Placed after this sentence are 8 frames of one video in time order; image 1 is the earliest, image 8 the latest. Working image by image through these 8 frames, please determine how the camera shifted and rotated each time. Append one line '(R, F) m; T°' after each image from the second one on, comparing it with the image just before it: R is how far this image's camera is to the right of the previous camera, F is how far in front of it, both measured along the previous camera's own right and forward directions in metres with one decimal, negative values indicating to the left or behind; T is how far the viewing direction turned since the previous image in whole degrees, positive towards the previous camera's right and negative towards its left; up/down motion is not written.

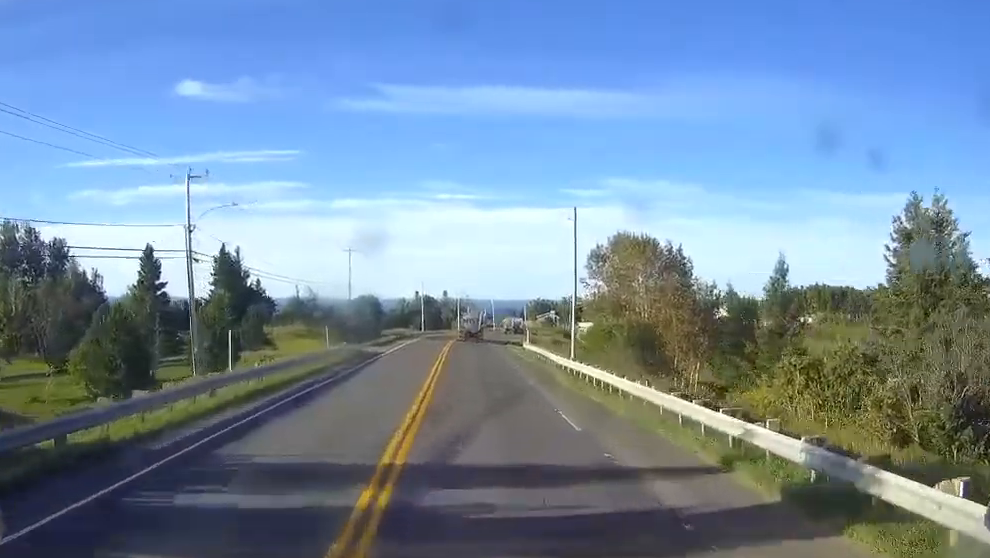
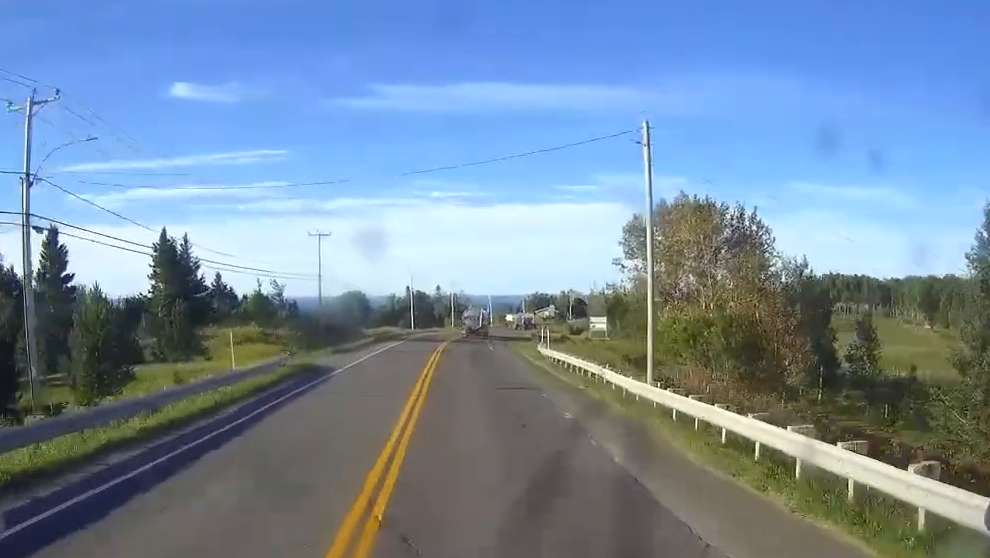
(0.0, +18.4) m; 0°
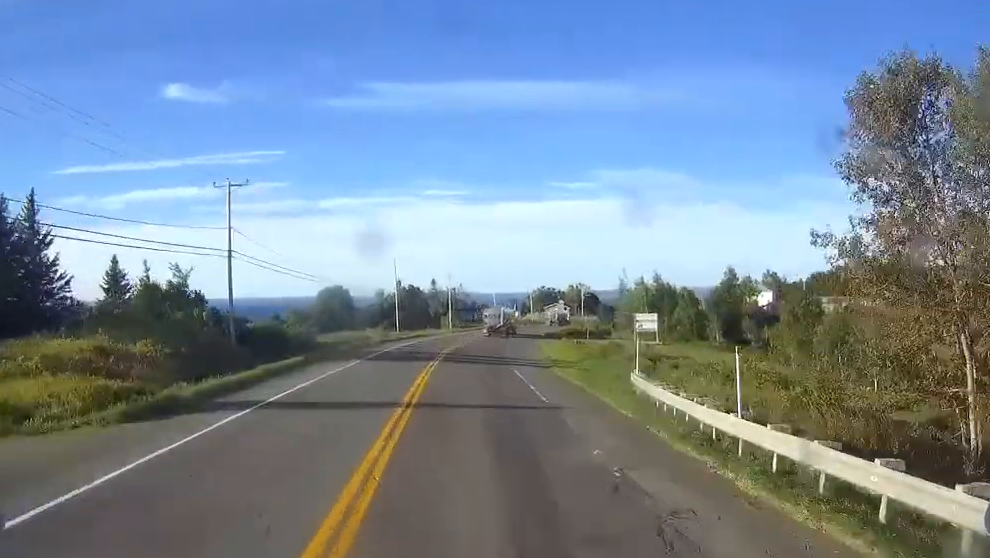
(0.0, +33.5) m; 0°
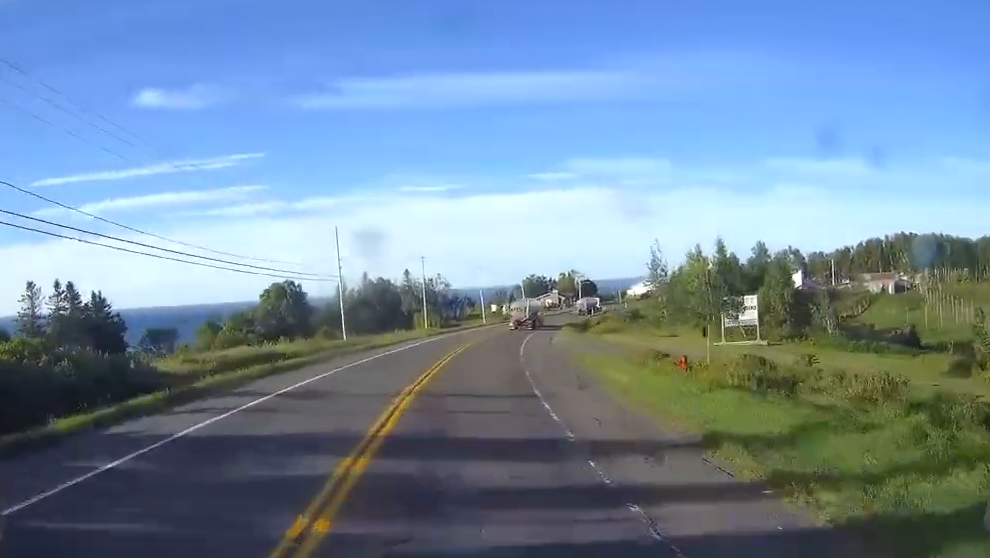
(0.0, +37.1) m; 0°
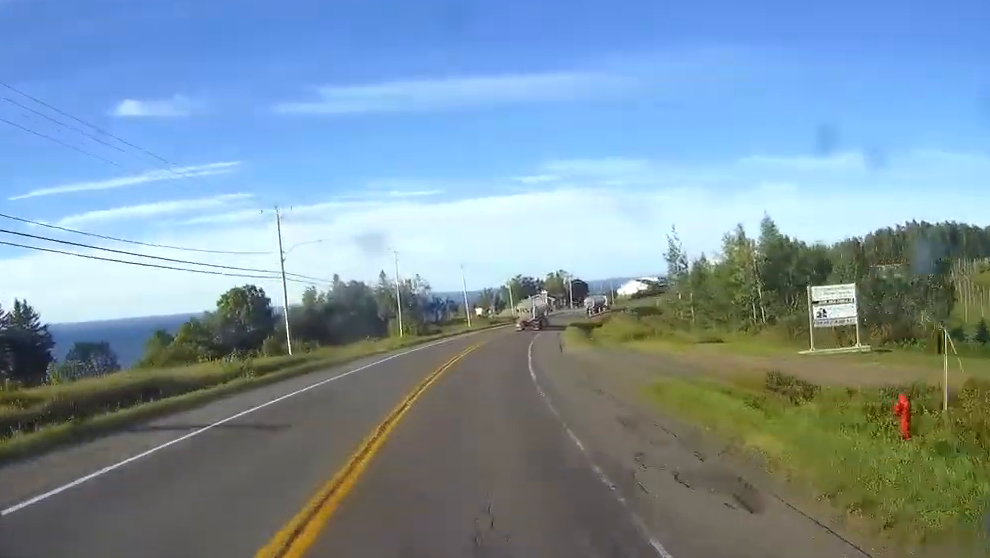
(0.0, +17.7) m; 0°
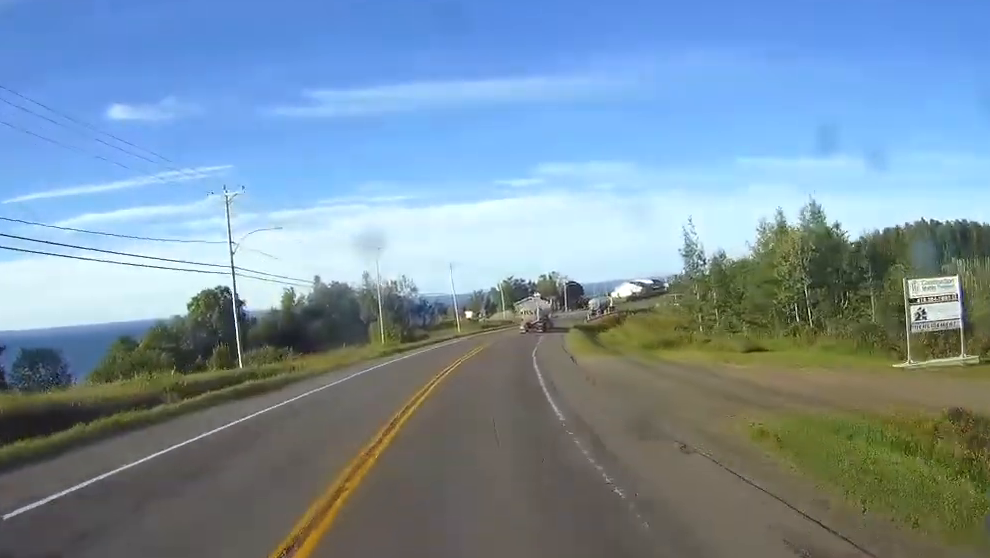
(0.0, +10.6) m; 0°
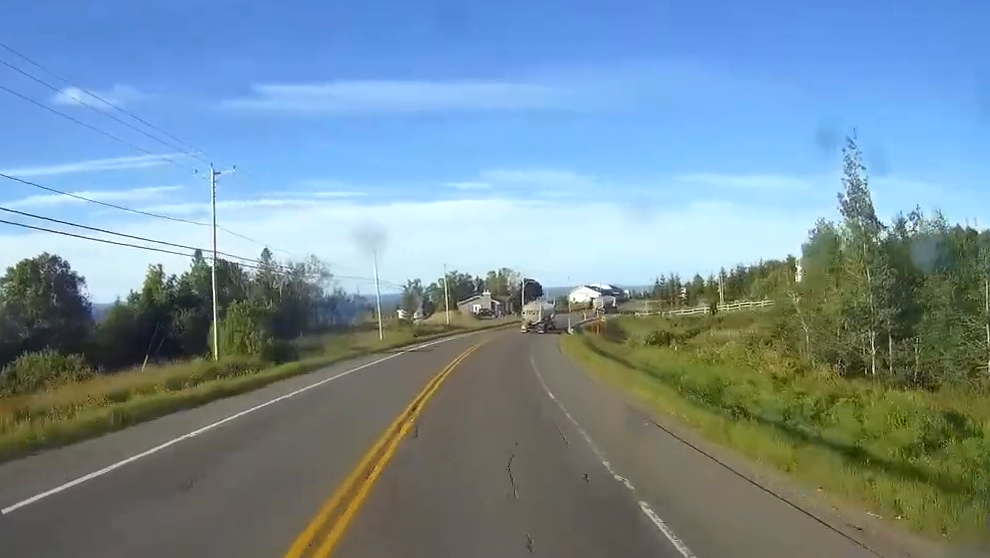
(+1.2, +43.2) m; +5°
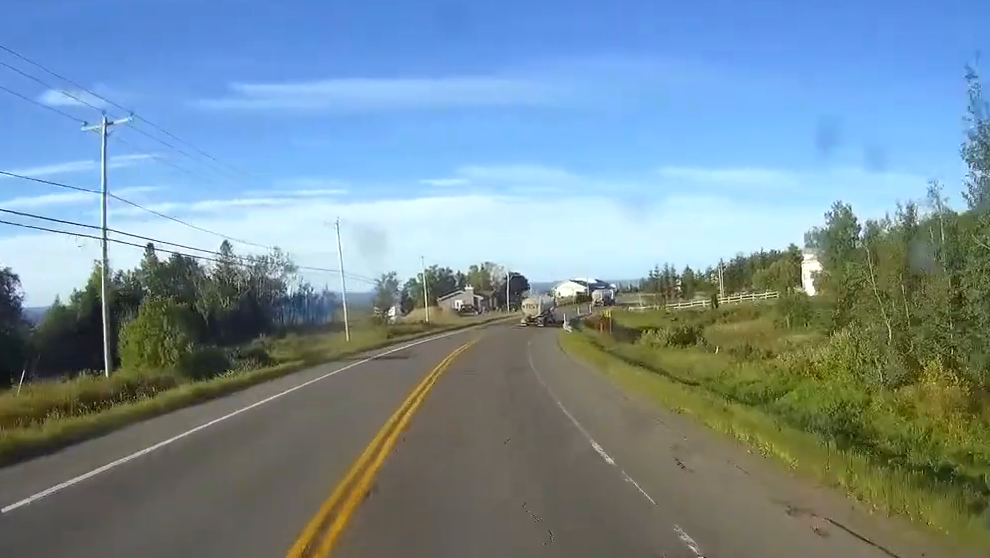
(+0.1, +12.3) m; +2°
